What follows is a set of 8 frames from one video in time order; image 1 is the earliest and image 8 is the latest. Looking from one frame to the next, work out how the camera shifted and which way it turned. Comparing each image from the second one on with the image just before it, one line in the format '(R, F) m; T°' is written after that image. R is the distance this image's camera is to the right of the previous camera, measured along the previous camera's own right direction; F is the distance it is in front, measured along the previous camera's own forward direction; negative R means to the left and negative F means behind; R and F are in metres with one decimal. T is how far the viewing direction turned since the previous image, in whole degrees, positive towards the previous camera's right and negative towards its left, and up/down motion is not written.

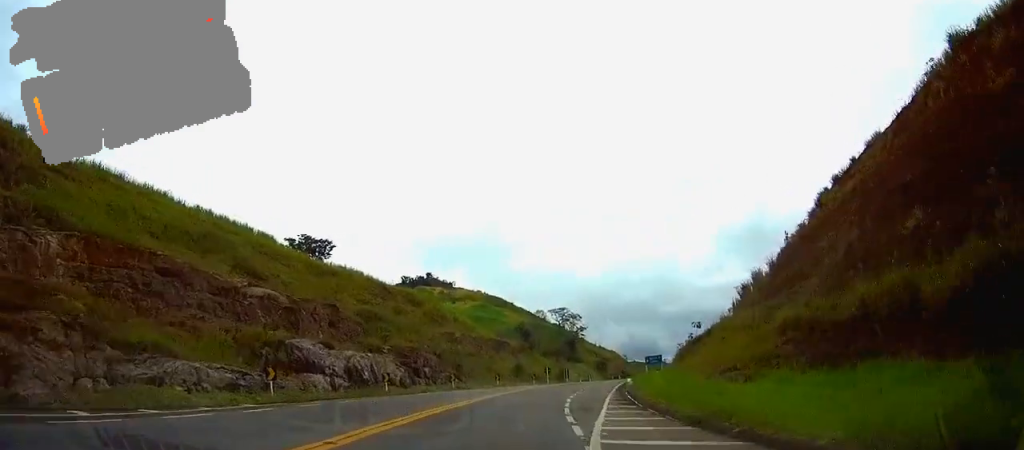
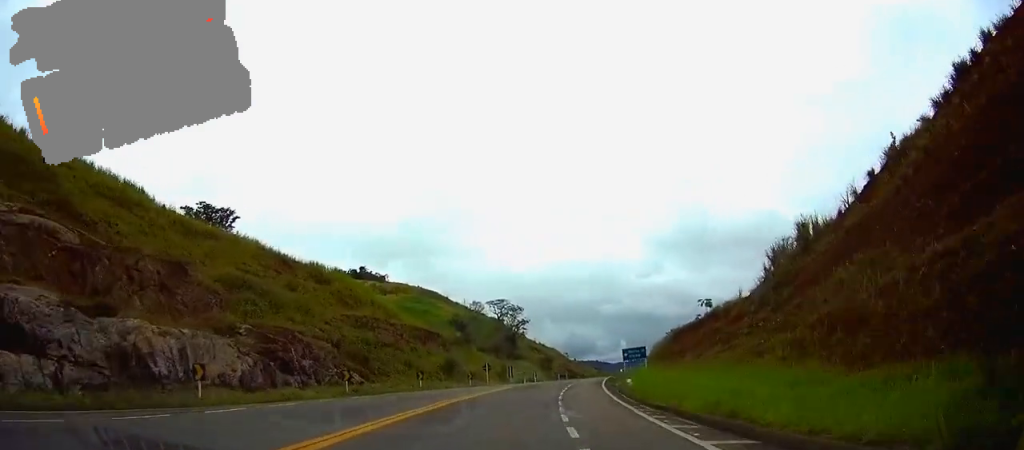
(+0.8, +20.8) m; +5°
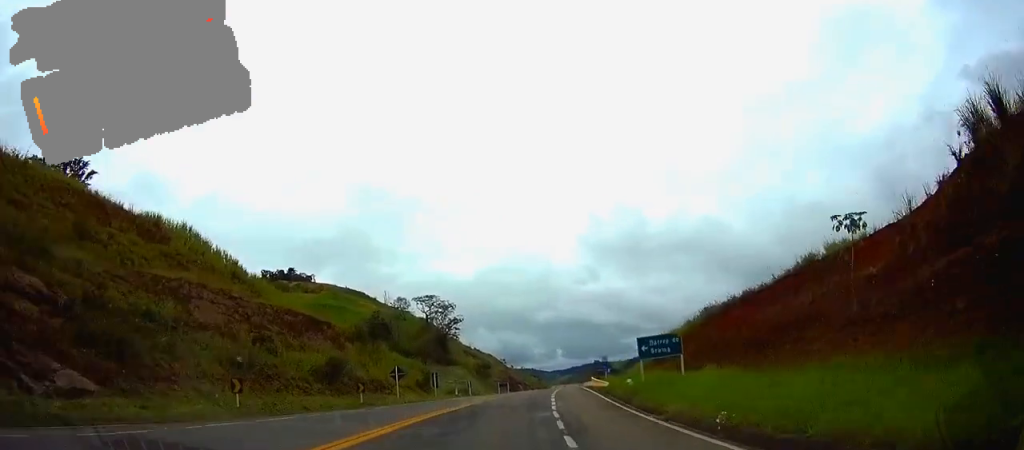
(+1.5, +28.1) m; +6°
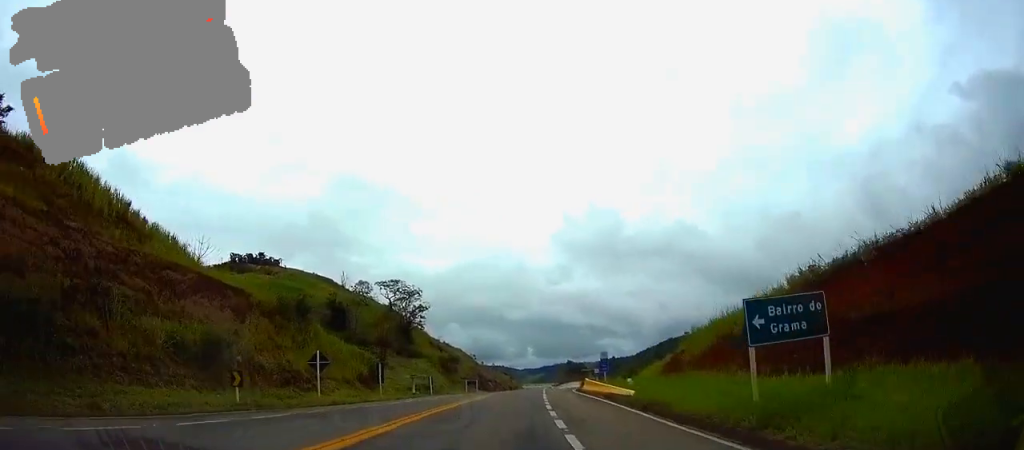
(+0.5, +16.2) m; +3°
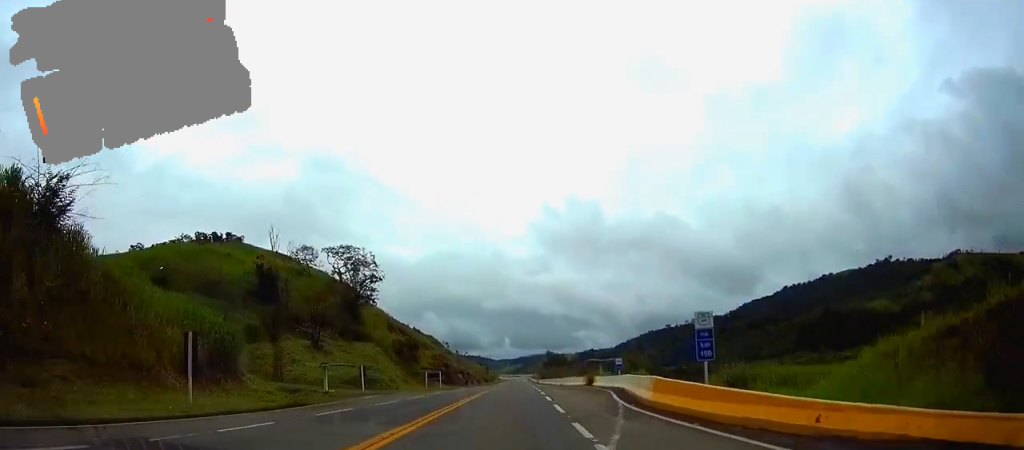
(+1.1, +29.6) m; +3°
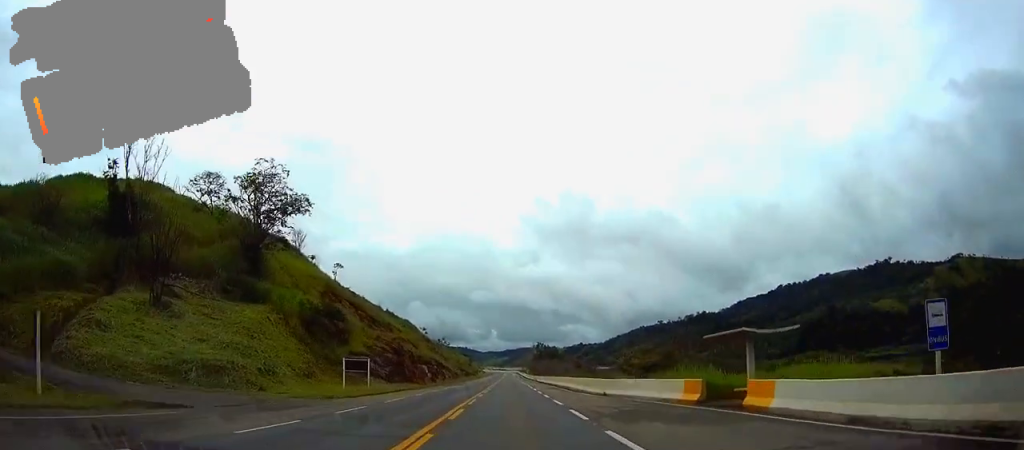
(+0.3, +40.7) m; +1°
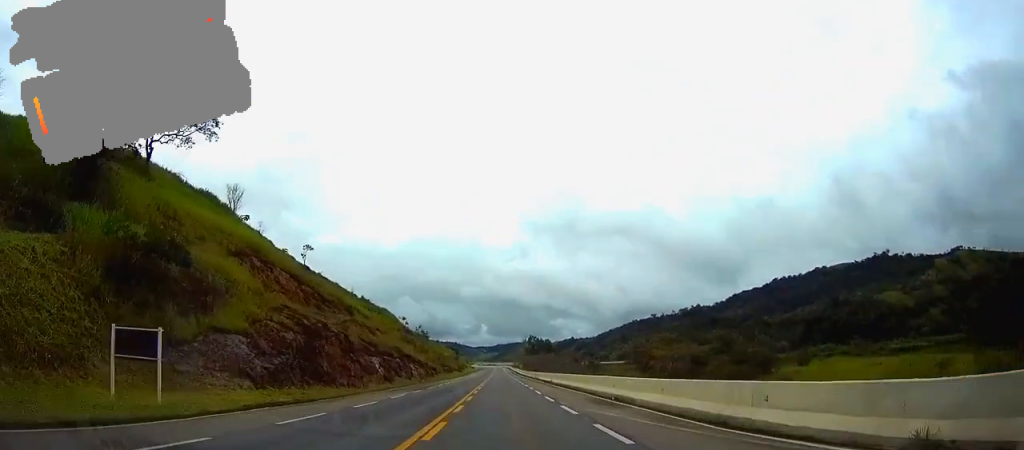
(+0.2, +29.6) m; +1°
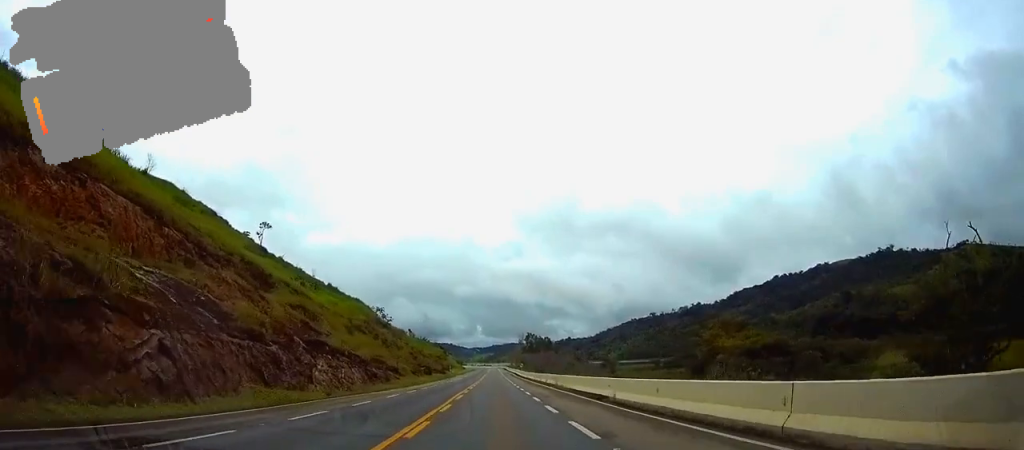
(0.0, +38.9) m; -1°
